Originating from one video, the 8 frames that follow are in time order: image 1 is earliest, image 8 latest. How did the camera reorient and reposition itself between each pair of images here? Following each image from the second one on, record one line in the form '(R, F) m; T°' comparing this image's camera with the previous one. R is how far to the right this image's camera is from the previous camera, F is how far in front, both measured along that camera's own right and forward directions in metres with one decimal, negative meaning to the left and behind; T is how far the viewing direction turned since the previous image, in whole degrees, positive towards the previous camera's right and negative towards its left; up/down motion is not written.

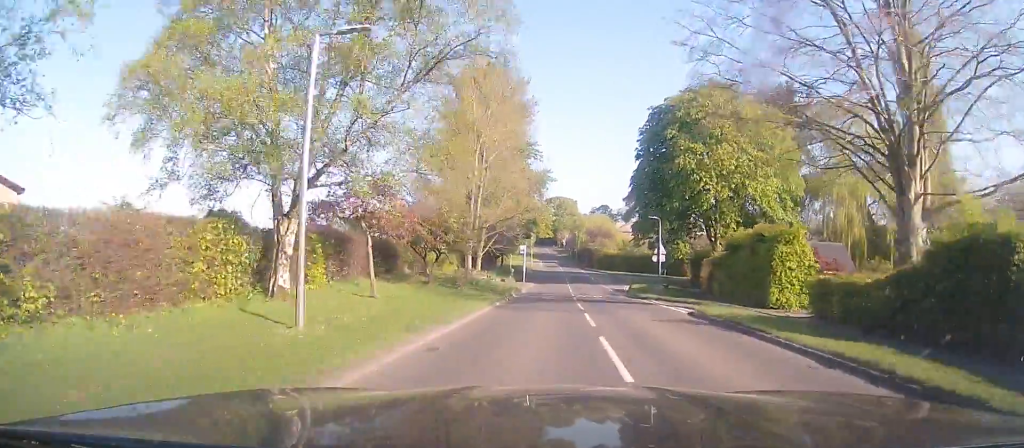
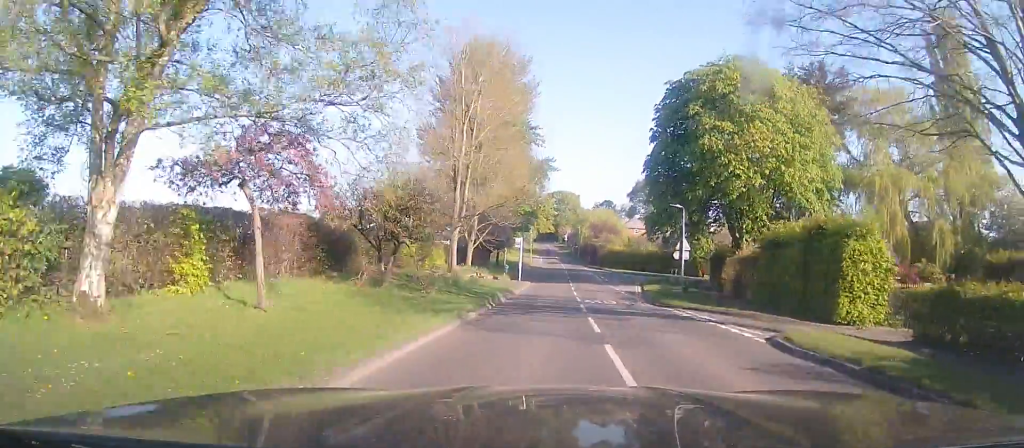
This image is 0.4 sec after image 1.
(-0.3, +6.9) m; 0°
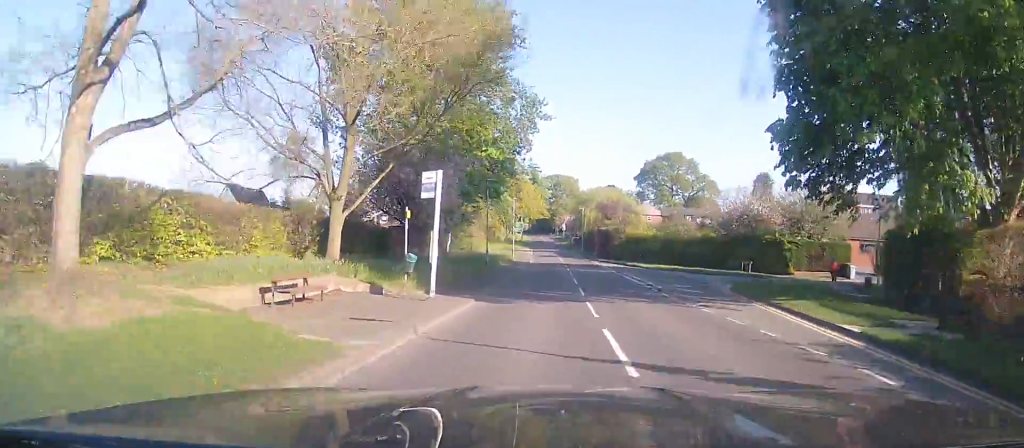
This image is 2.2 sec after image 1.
(0.0, +29.7) m; -1°
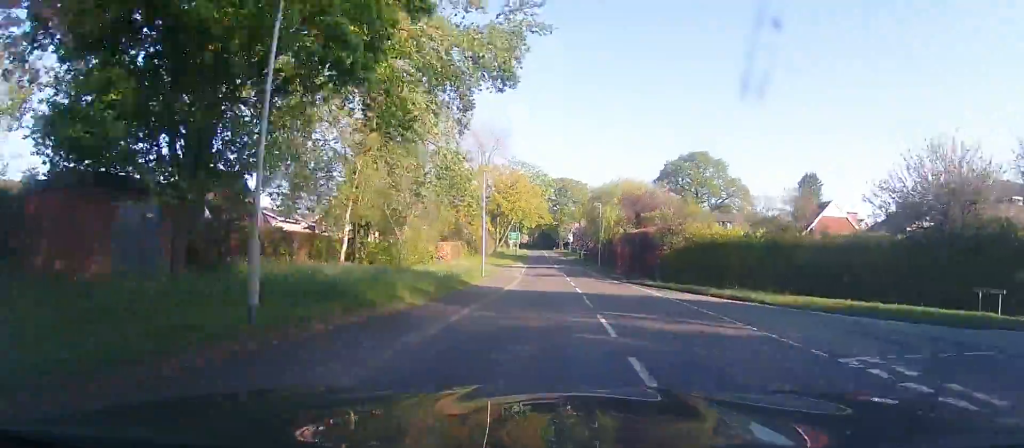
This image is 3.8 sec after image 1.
(-1.1, +27.0) m; -1°
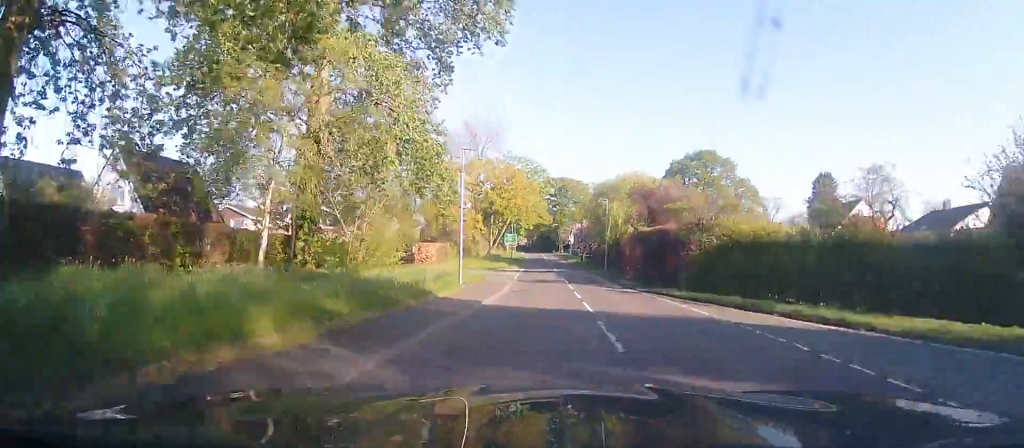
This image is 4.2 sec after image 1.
(+0.1, +7.6) m; 0°
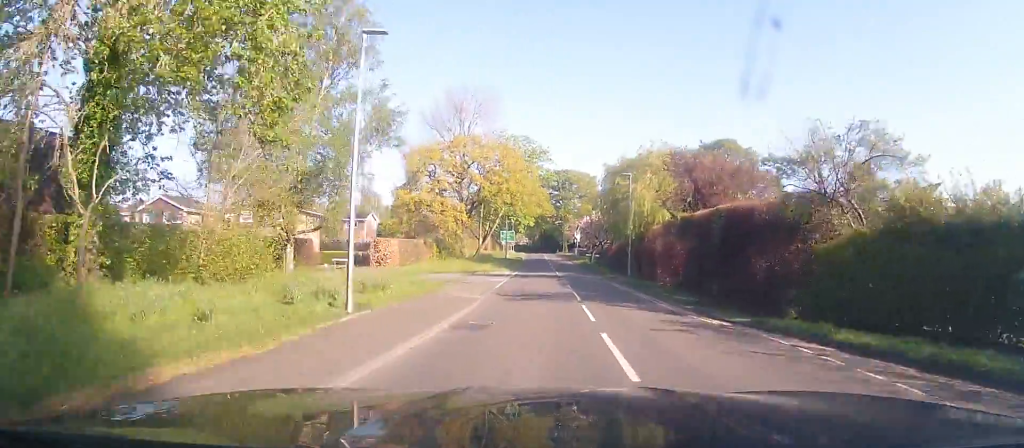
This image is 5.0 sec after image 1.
(+0.5, +14.1) m; 0°
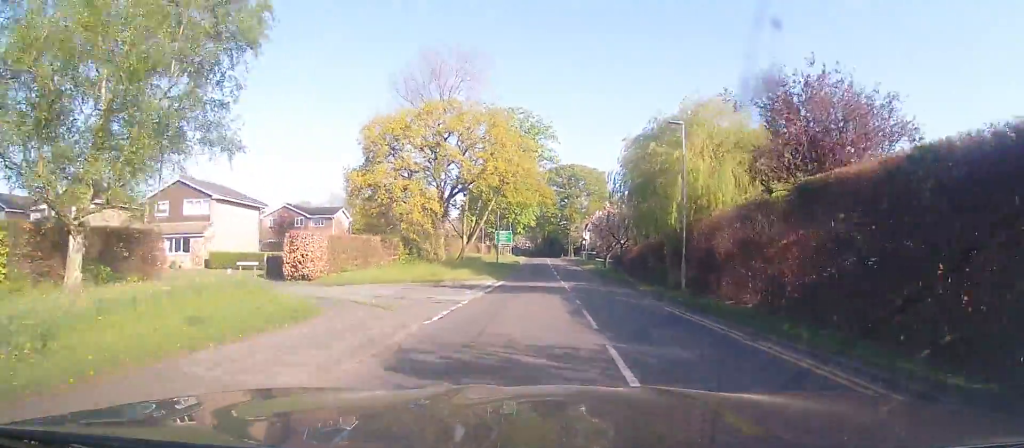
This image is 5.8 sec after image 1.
(-0.6, +14.1) m; -2°
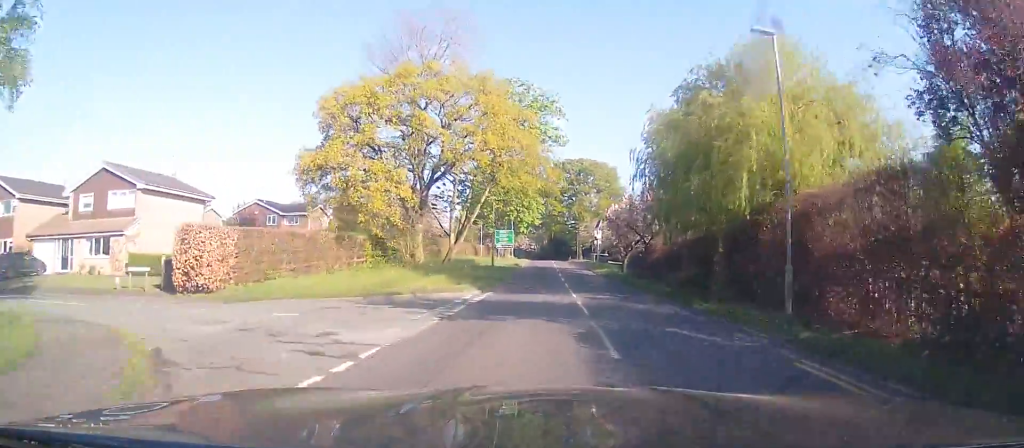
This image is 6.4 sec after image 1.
(-0.1, +9.2) m; 0°
